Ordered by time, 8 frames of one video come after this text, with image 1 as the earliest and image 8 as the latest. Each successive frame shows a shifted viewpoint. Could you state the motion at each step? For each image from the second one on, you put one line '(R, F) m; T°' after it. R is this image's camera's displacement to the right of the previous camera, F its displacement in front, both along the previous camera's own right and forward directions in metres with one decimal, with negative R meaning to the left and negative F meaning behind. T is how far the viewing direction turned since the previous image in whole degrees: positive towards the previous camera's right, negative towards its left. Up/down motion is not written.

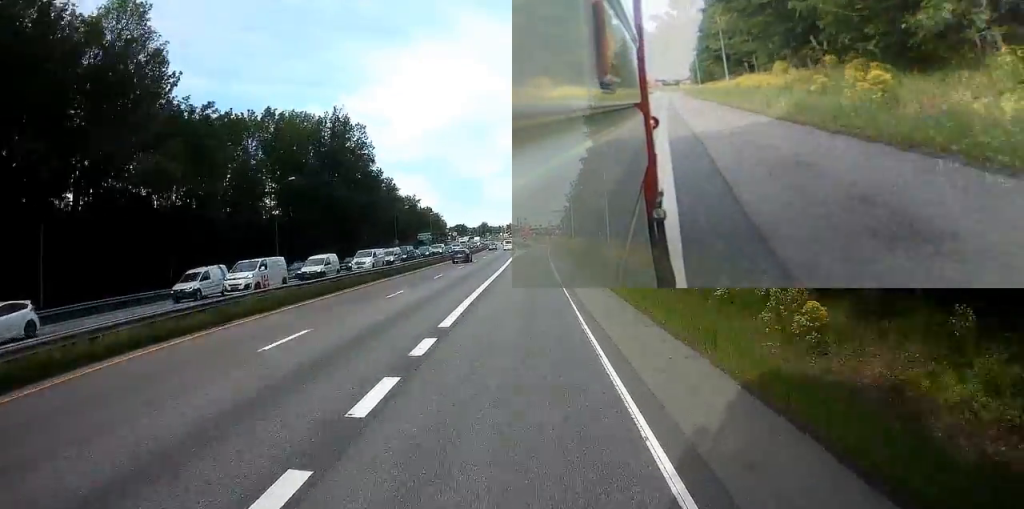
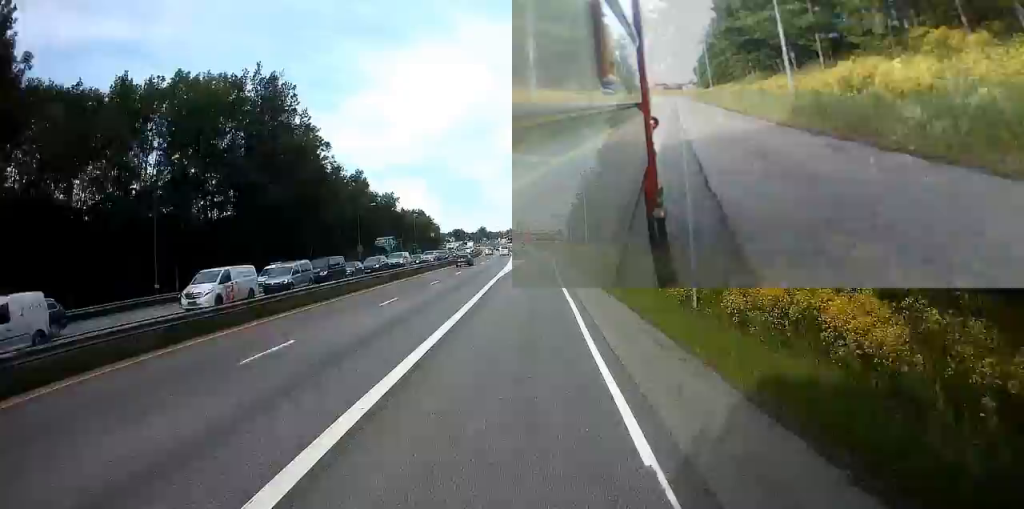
(+0.2, +23.4) m; 0°
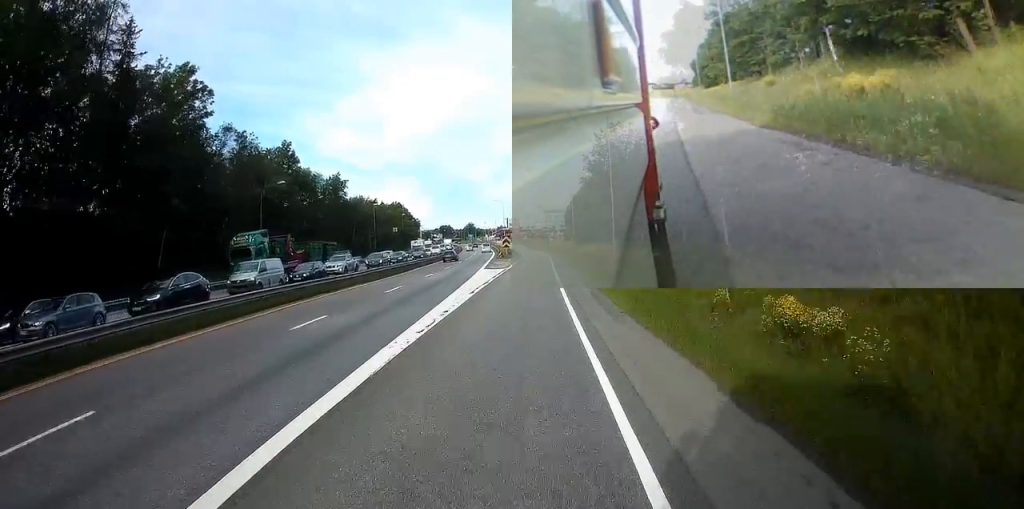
(-0.2, +30.8) m; 0°
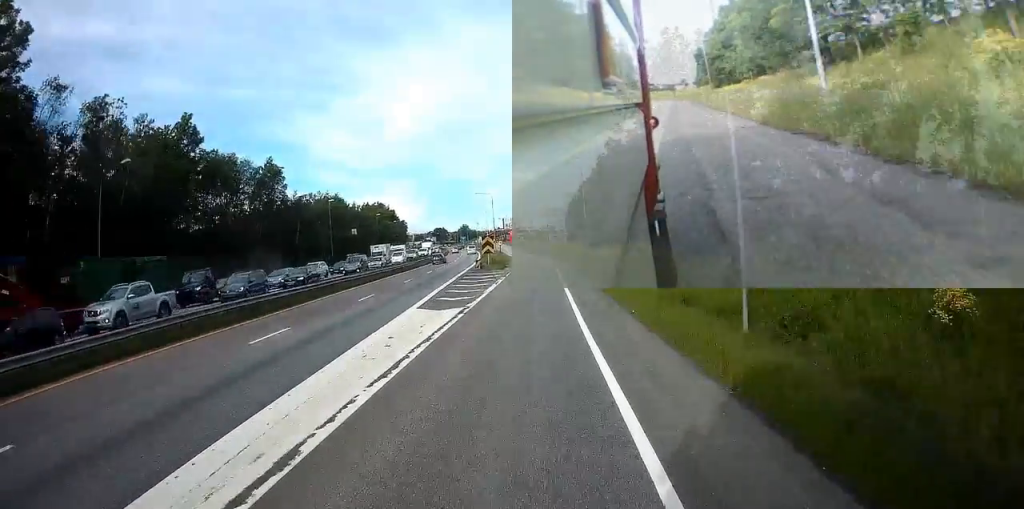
(+0.3, +25.1) m; +1°
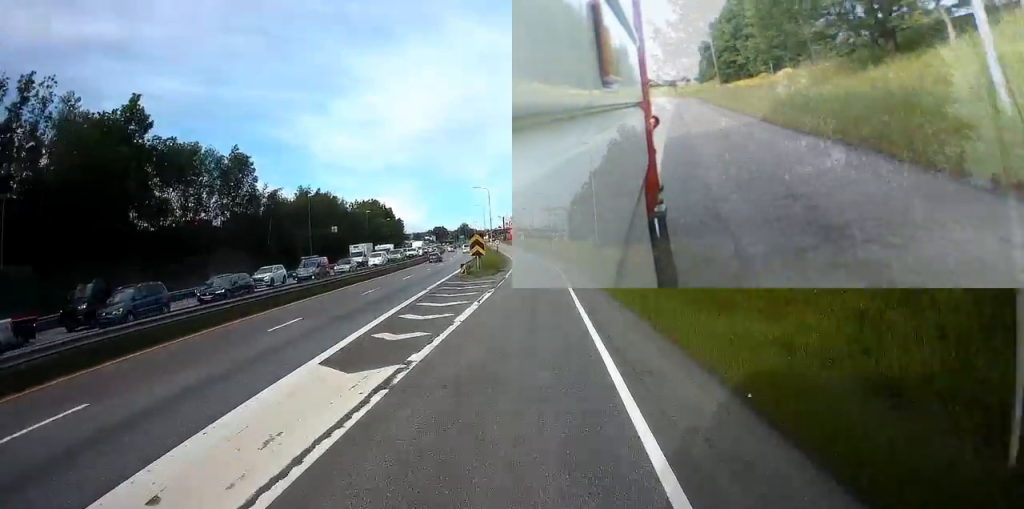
(0.0, +9.5) m; 0°
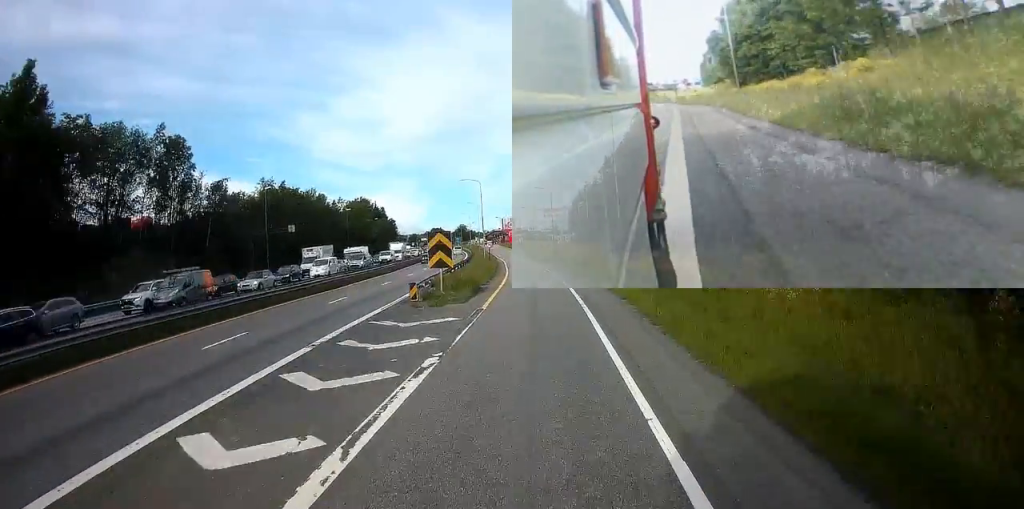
(0.0, +15.5) m; 0°
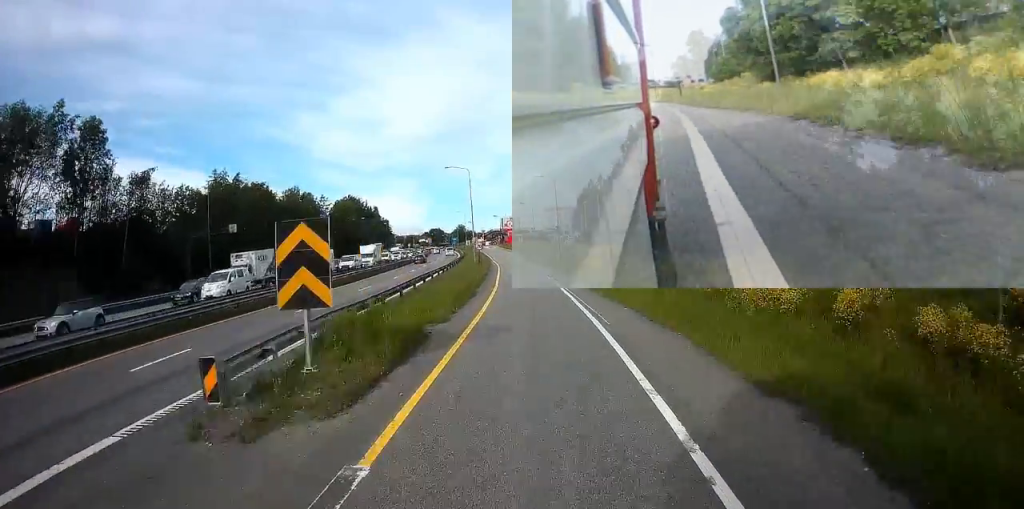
(-0.1, +13.5) m; -1°
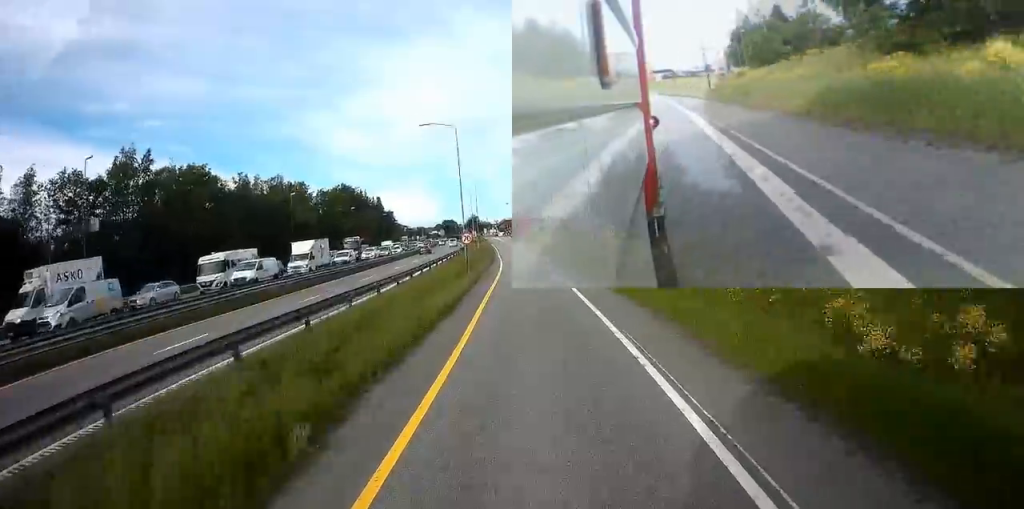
(-0.4, +21.5) m; -2°
